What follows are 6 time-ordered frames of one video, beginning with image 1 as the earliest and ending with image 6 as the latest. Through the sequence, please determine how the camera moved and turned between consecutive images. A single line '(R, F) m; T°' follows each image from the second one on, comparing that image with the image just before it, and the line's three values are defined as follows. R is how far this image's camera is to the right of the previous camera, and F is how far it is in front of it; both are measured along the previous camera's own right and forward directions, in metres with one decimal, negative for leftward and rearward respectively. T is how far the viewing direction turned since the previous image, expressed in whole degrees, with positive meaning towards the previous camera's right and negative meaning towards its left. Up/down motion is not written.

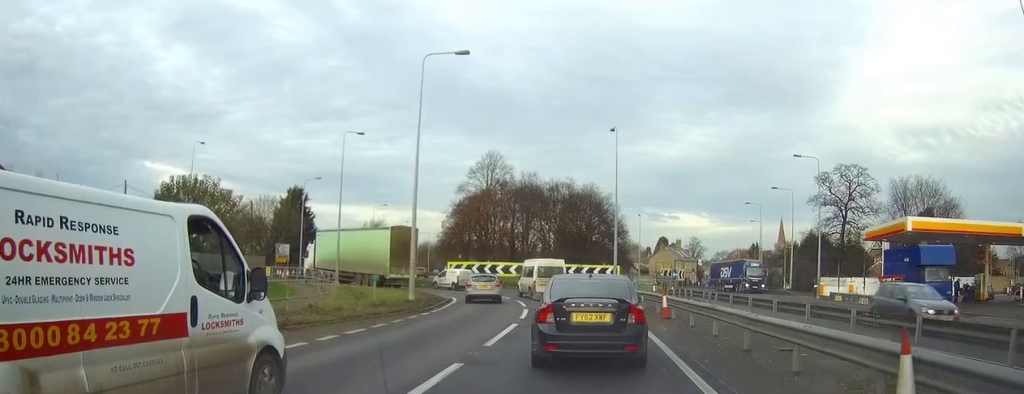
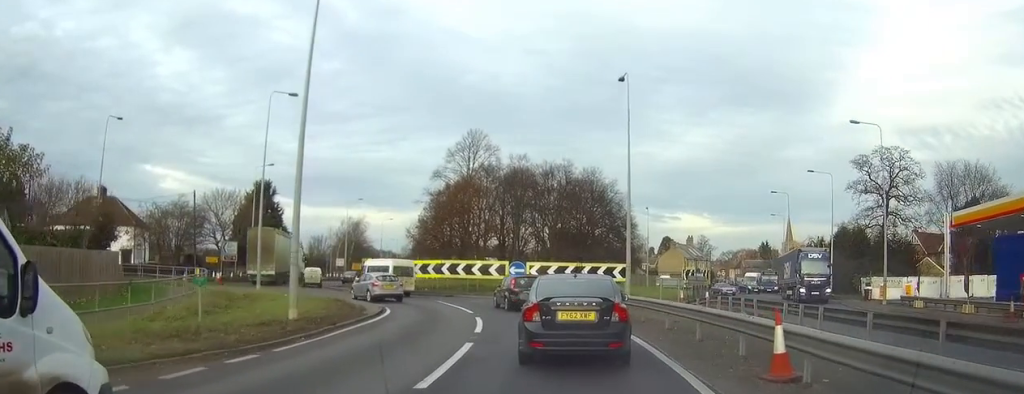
(-0.2, +12.2) m; -5°
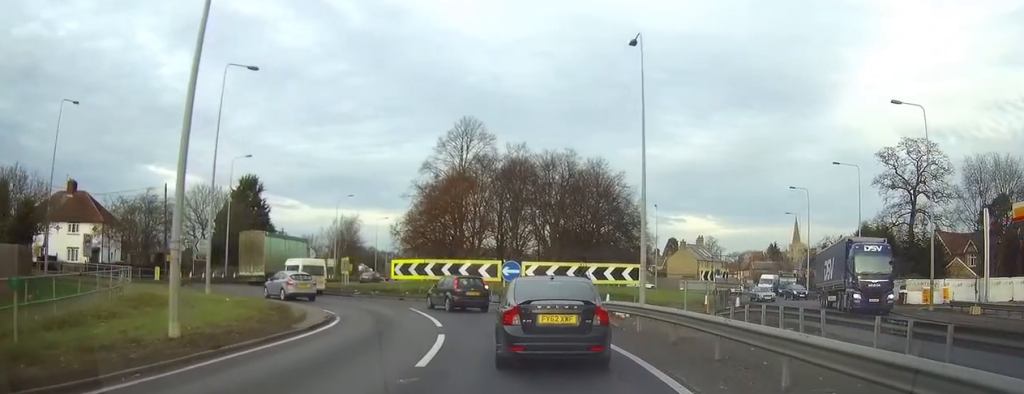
(-0.2, +5.6) m; -4°
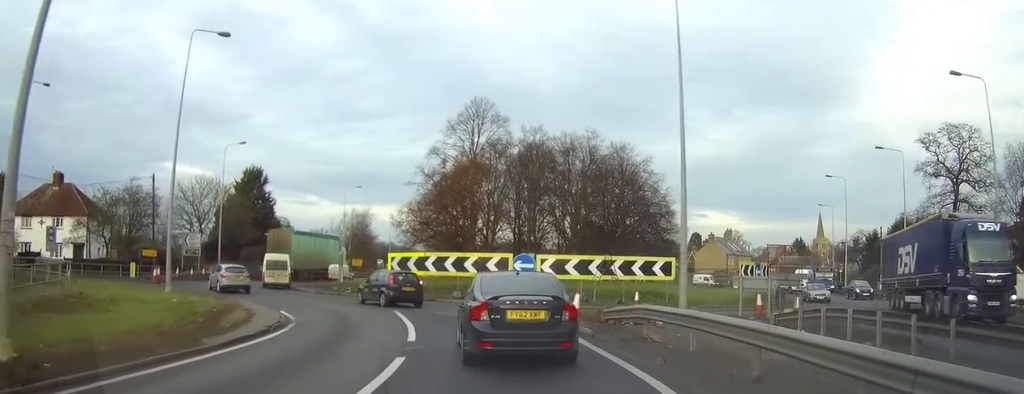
(-0.1, +6.4) m; -3°
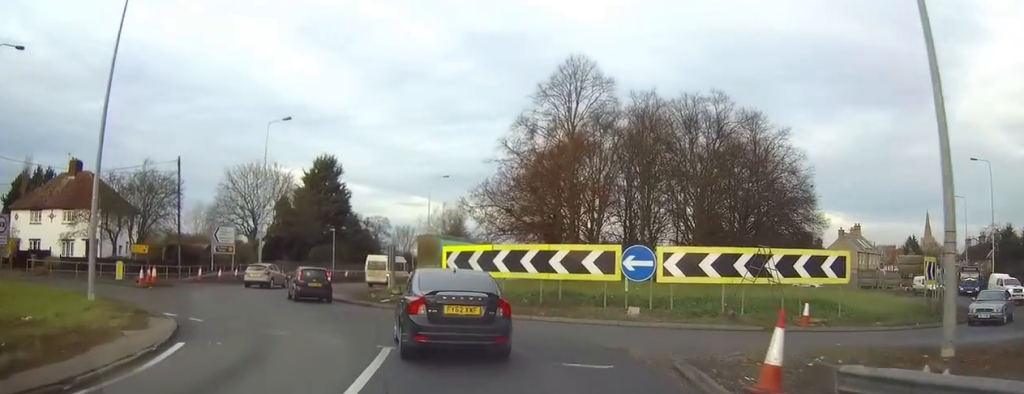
(-0.9, +12.3) m; -7°
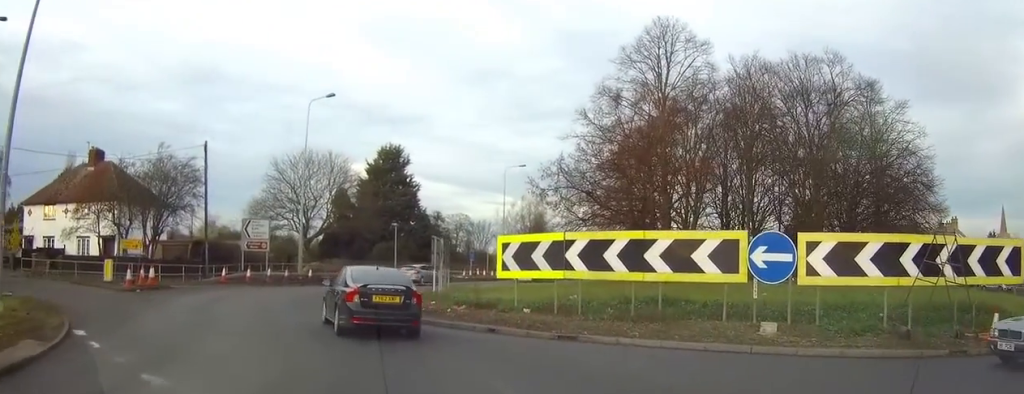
(-0.2, +6.2) m; -7°
